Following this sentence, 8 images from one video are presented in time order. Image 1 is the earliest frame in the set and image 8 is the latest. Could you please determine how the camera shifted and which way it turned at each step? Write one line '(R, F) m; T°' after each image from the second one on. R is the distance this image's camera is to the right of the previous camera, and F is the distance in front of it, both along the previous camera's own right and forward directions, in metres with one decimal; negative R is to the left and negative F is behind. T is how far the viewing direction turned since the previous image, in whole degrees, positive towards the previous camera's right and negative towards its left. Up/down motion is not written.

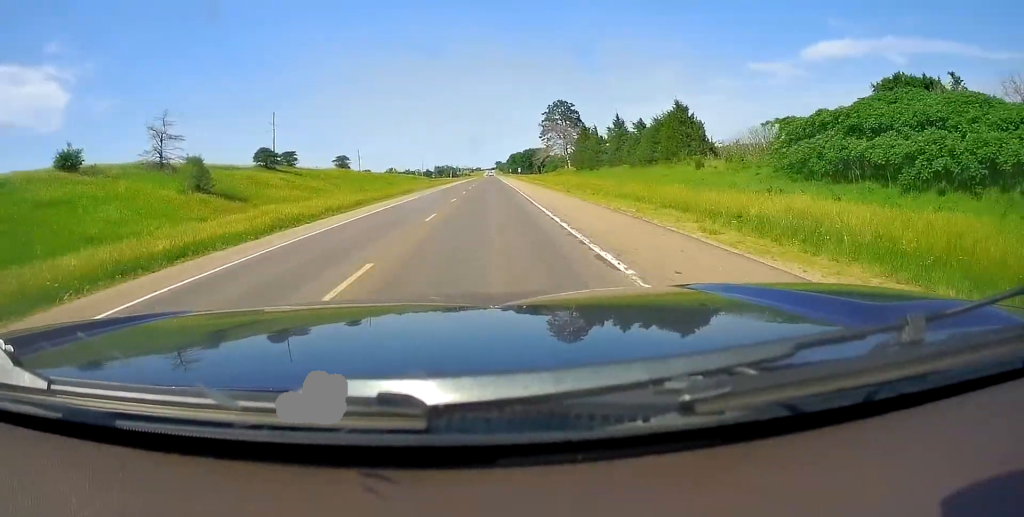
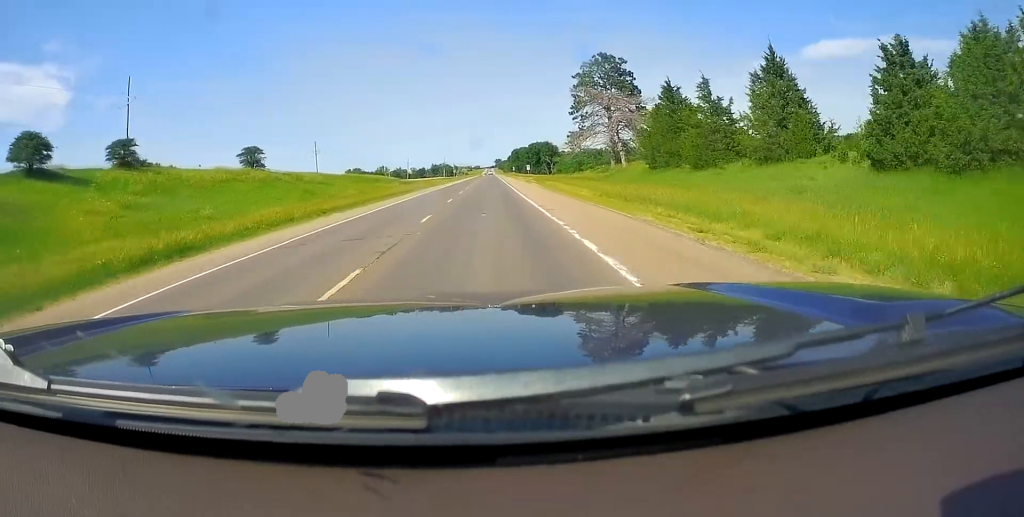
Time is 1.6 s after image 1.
(+0.1, +48.9) m; 0°
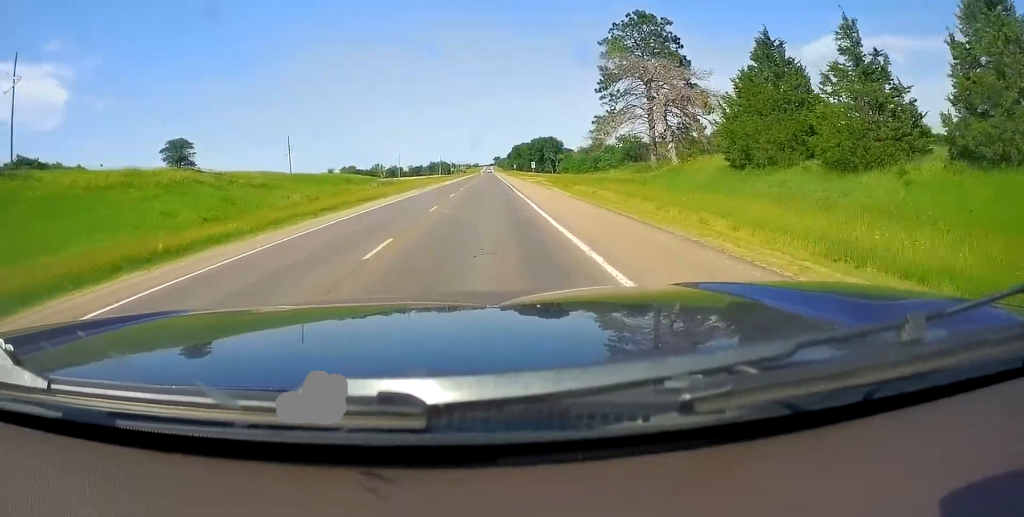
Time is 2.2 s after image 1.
(-0.2, +20.1) m; 0°
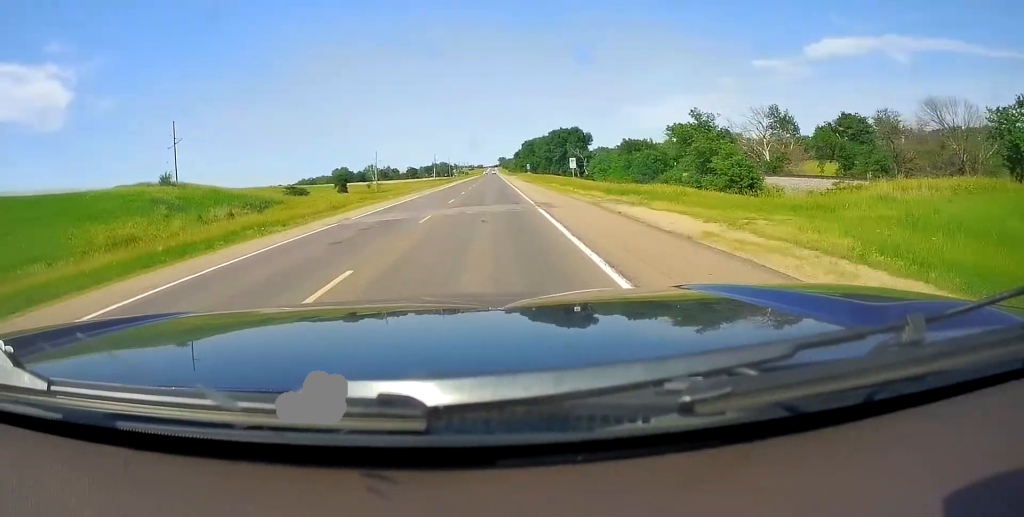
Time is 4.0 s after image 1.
(-0.5, +53.4) m; -1°
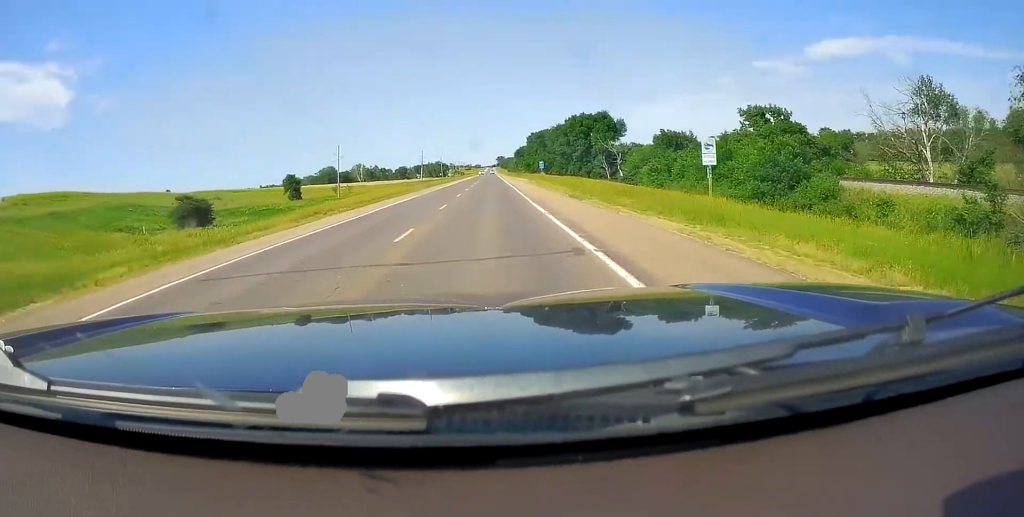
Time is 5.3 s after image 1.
(+0.1, +41.8) m; 0°
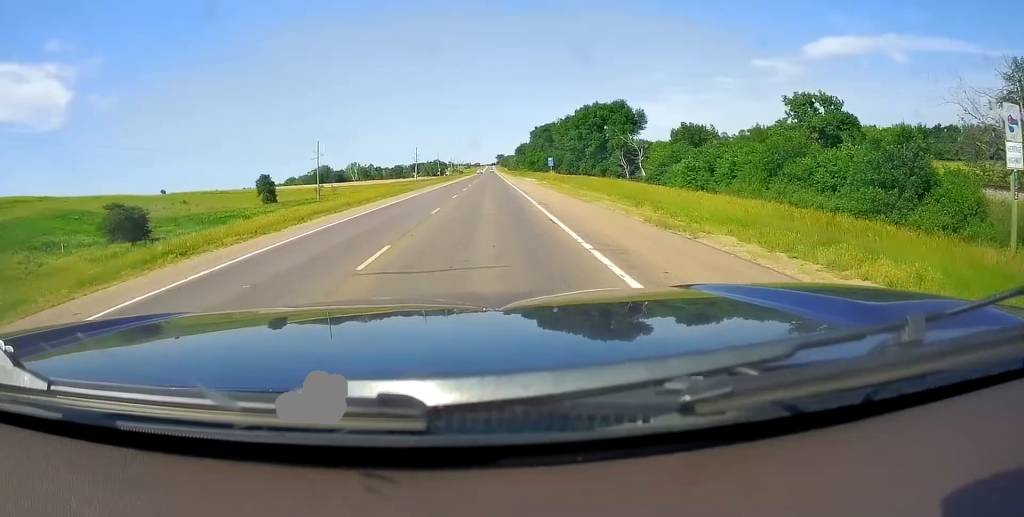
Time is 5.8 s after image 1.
(0.0, +16.0) m; 0°
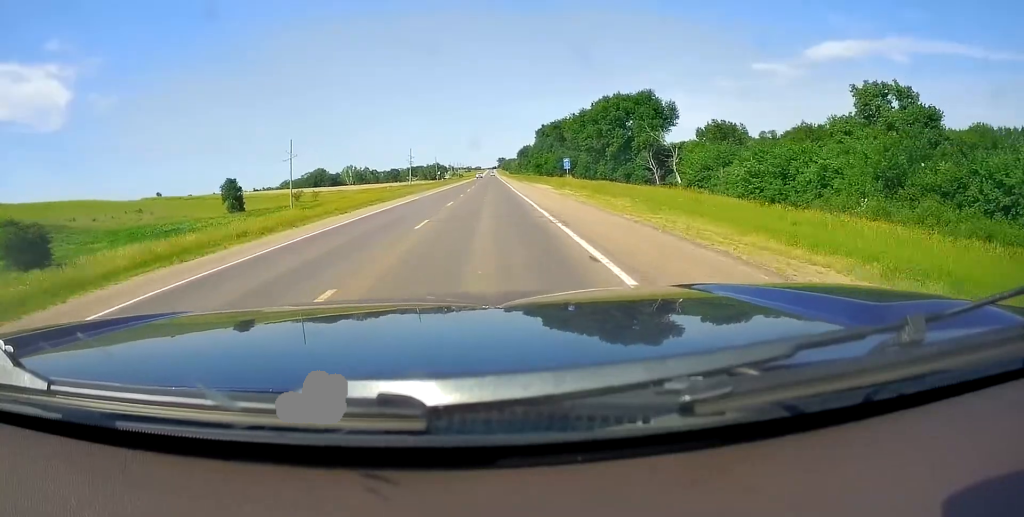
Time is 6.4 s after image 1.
(-0.1, +17.0) m; 0°
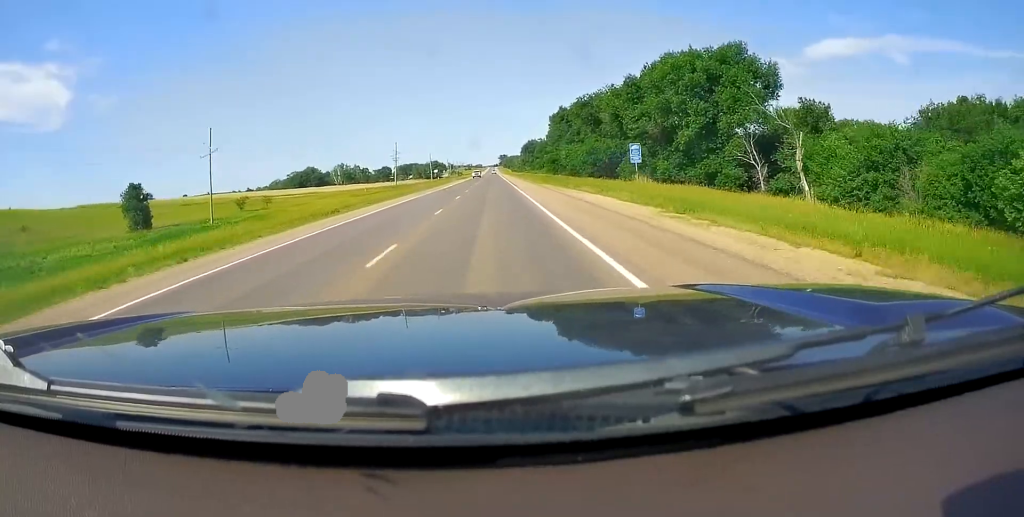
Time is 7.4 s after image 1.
(+0.3, +31.4) m; 0°
